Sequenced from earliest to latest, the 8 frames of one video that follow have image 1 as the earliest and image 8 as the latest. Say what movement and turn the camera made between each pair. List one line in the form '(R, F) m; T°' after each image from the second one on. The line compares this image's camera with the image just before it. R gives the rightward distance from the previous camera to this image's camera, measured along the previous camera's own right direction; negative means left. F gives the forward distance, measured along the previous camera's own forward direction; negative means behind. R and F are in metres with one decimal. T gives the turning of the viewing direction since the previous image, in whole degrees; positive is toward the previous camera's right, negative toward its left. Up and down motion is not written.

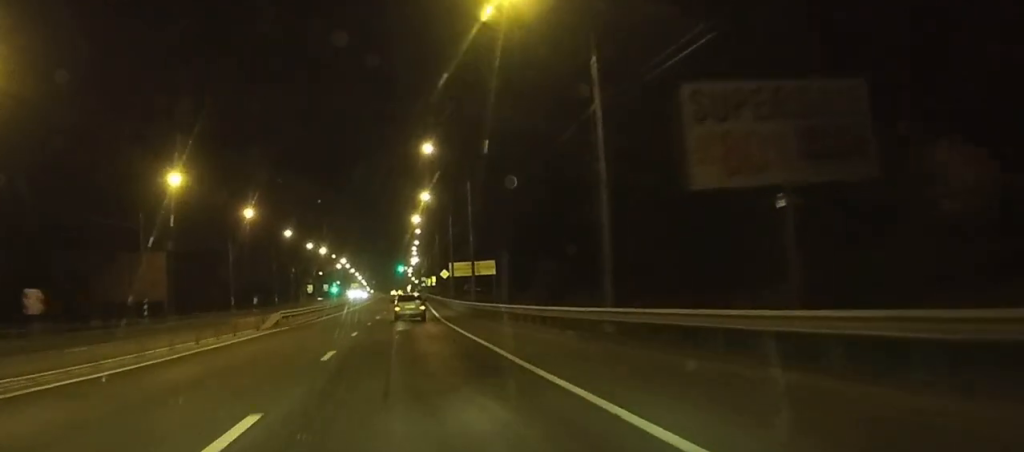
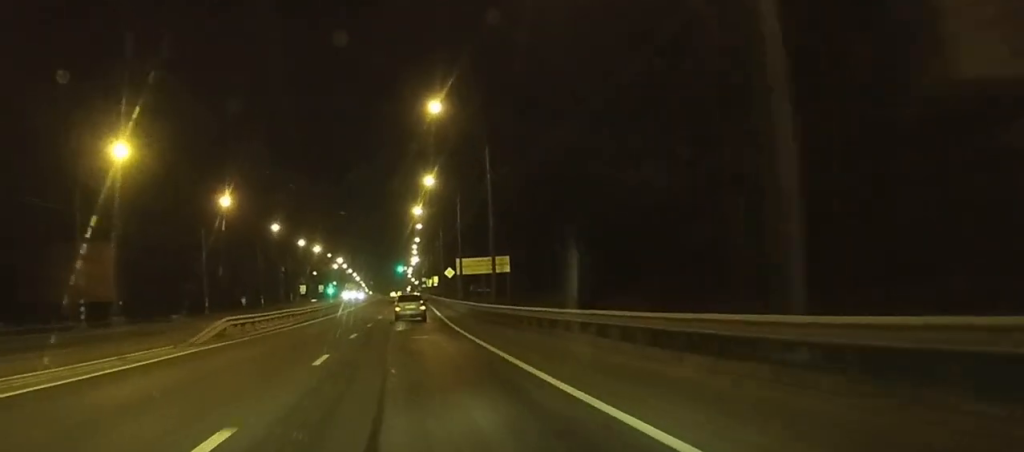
(0.0, +13.1) m; 0°
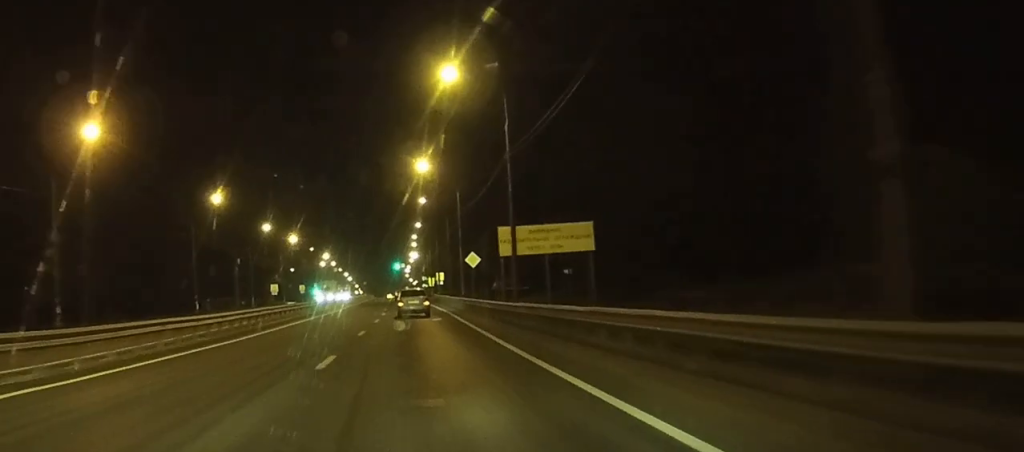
(+0.1, +37.4) m; 0°
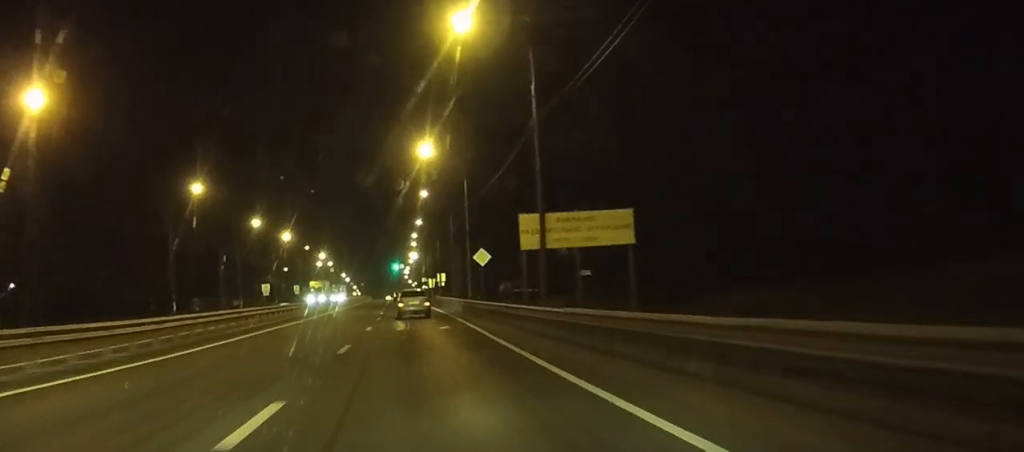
(0.0, +8.1) m; 0°
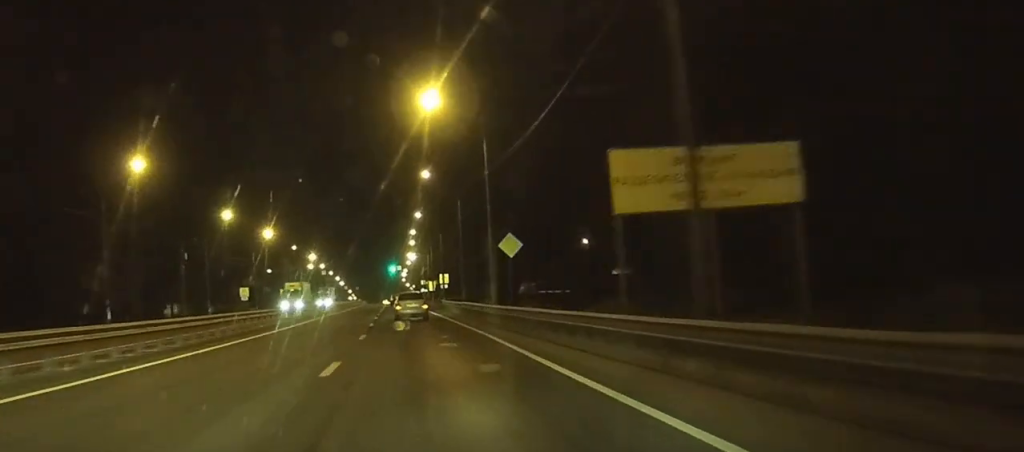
(0.0, +16.7) m; 0°
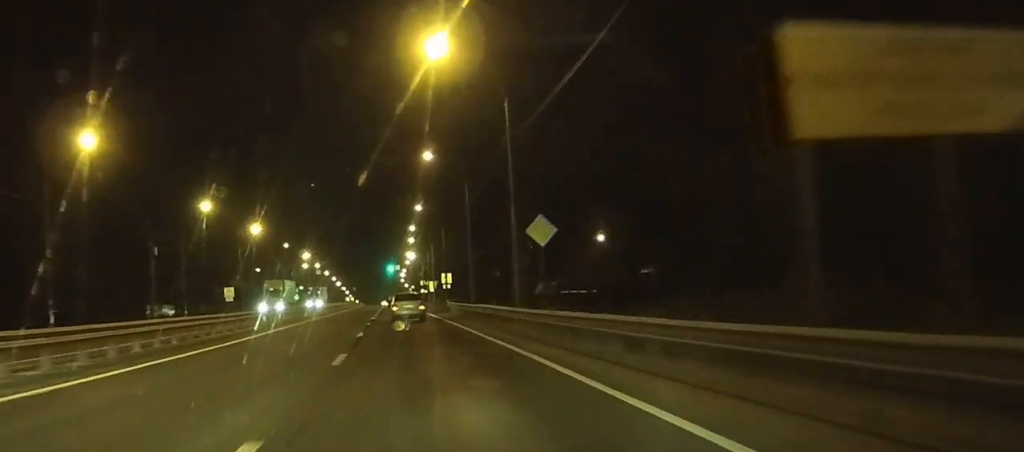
(0.0, +9.8) m; 0°
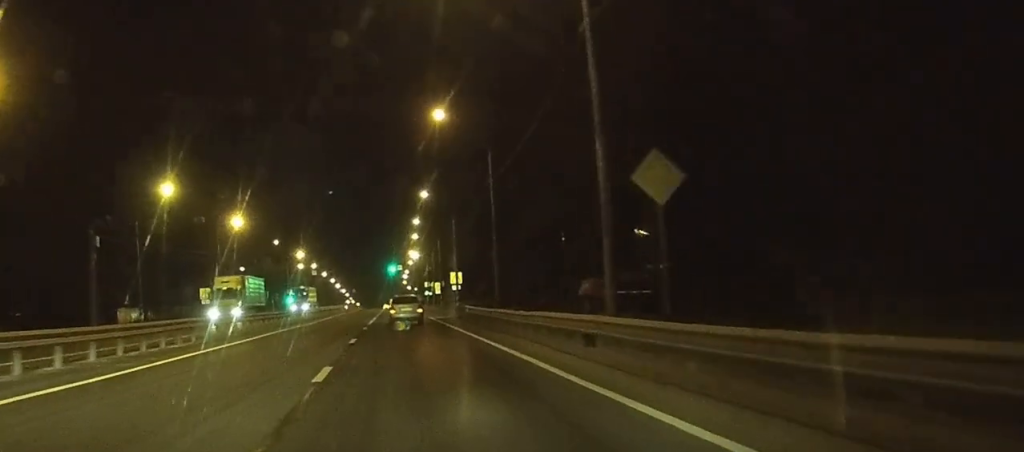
(0.0, +14.6) m; 0°
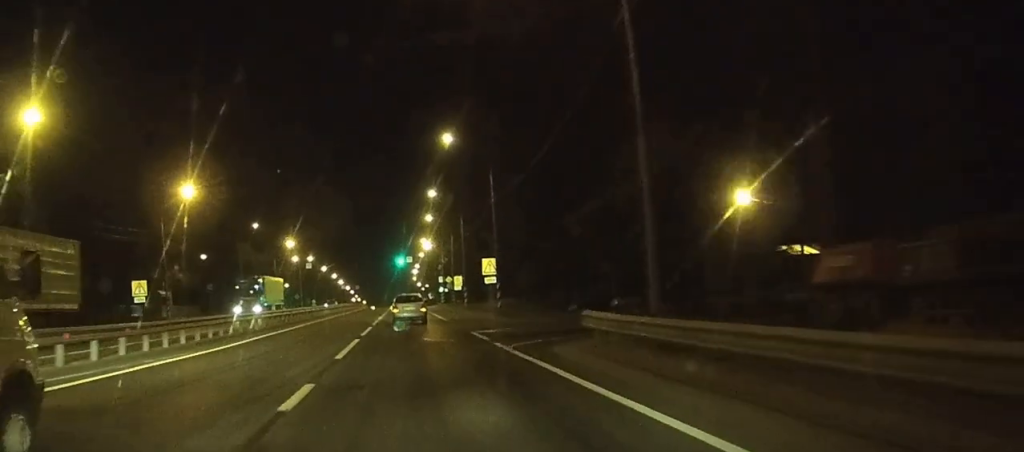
(-0.1, +28.1) m; 0°
